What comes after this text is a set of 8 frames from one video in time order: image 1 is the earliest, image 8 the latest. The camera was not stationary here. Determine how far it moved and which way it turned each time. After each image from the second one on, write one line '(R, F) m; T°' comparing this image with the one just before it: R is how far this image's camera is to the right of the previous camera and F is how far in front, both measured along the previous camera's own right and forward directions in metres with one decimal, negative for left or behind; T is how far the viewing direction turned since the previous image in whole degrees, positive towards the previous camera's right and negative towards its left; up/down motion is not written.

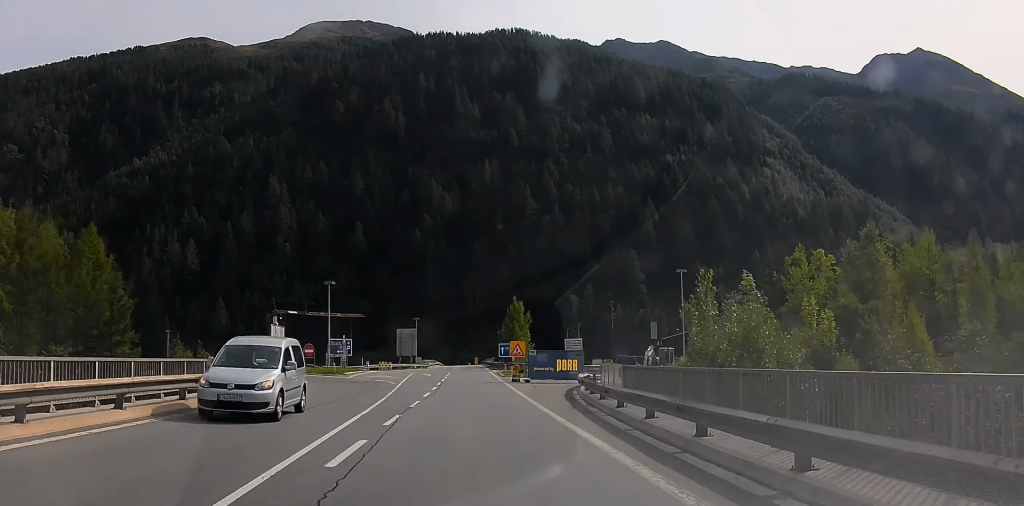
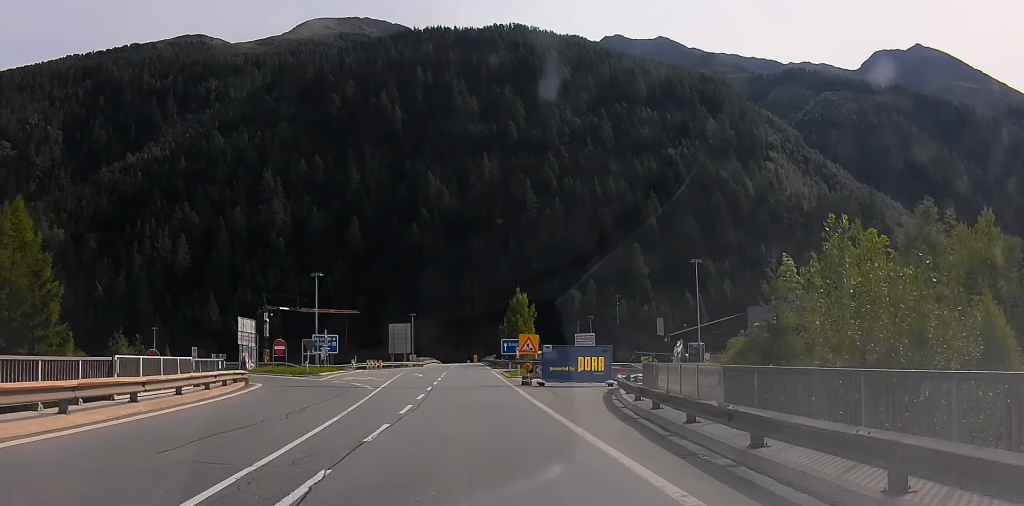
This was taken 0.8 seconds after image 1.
(0.0, +9.4) m; 0°
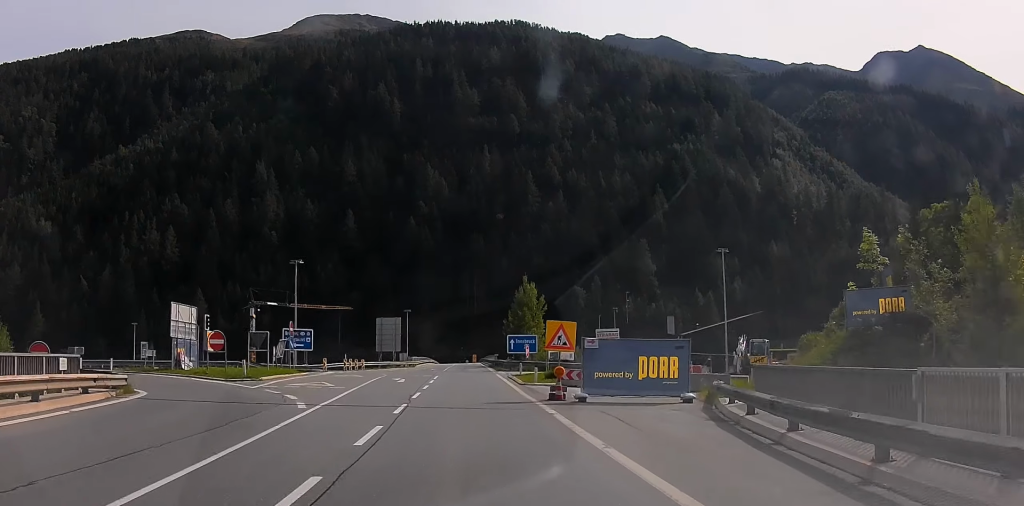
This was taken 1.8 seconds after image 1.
(0.0, +13.2) m; 0°
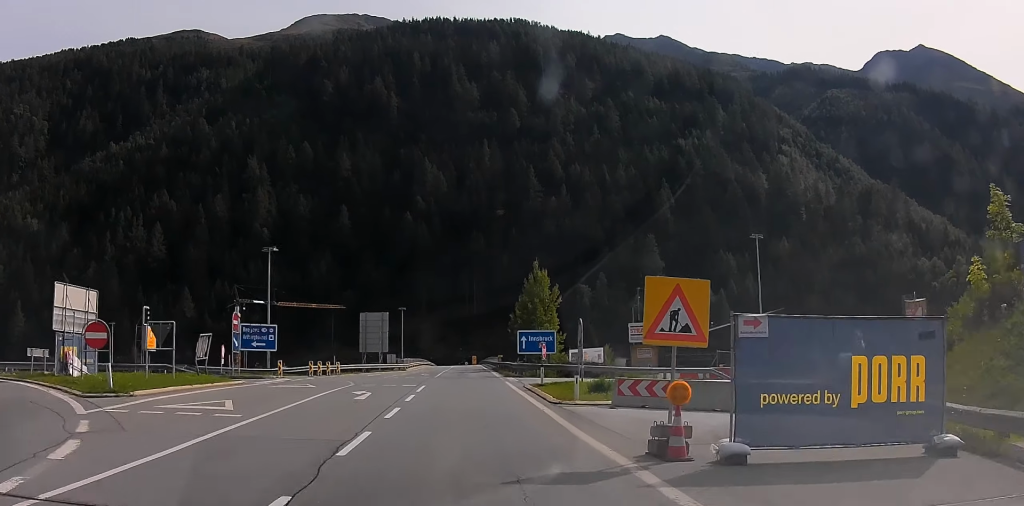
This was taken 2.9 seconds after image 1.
(0.0, +13.3) m; 0°
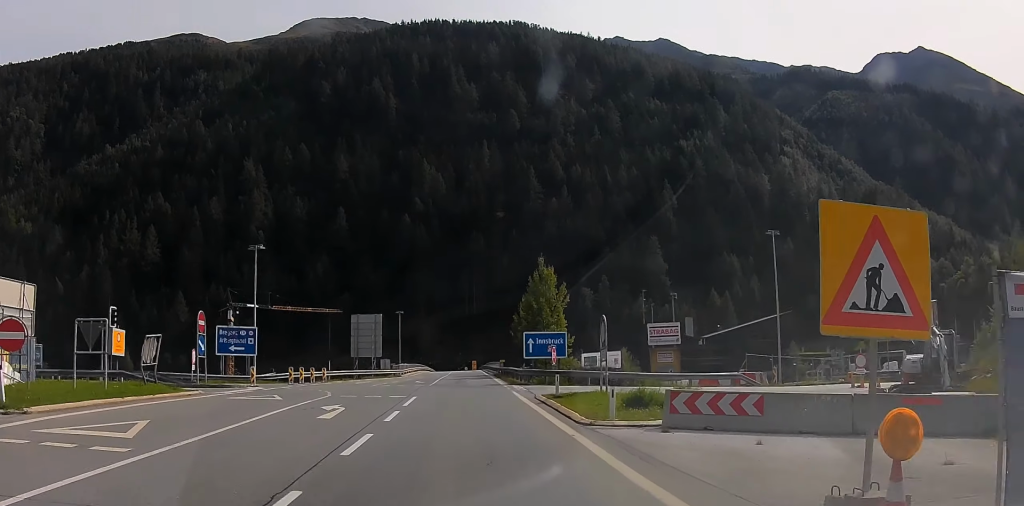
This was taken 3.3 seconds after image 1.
(0.0, +5.4) m; 0°
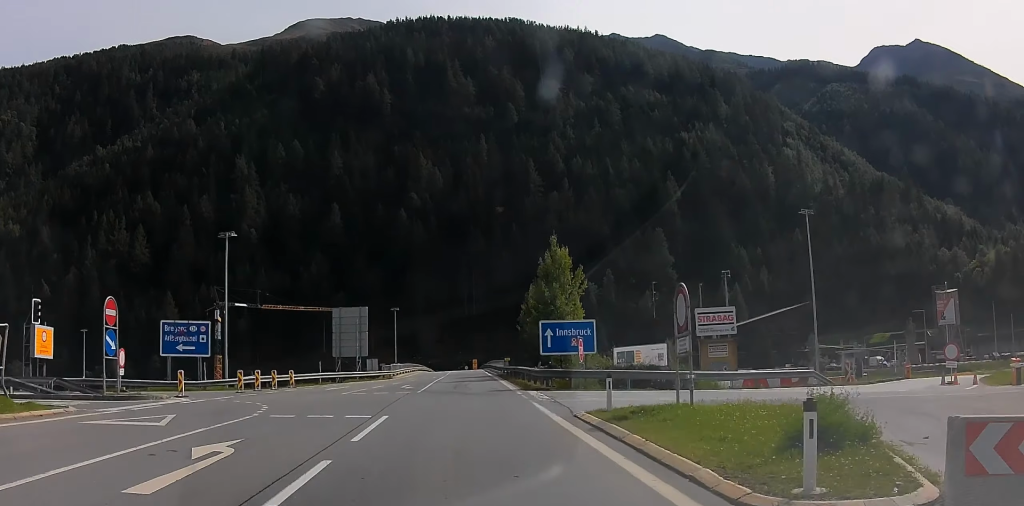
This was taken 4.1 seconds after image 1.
(0.0, +9.6) m; 0°
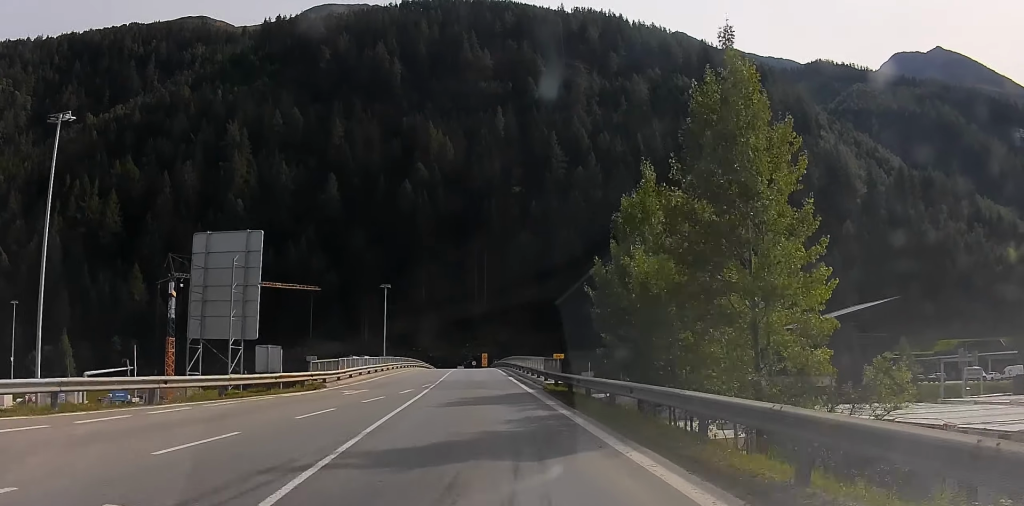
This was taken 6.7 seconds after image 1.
(0.0, +33.8) m; 0°
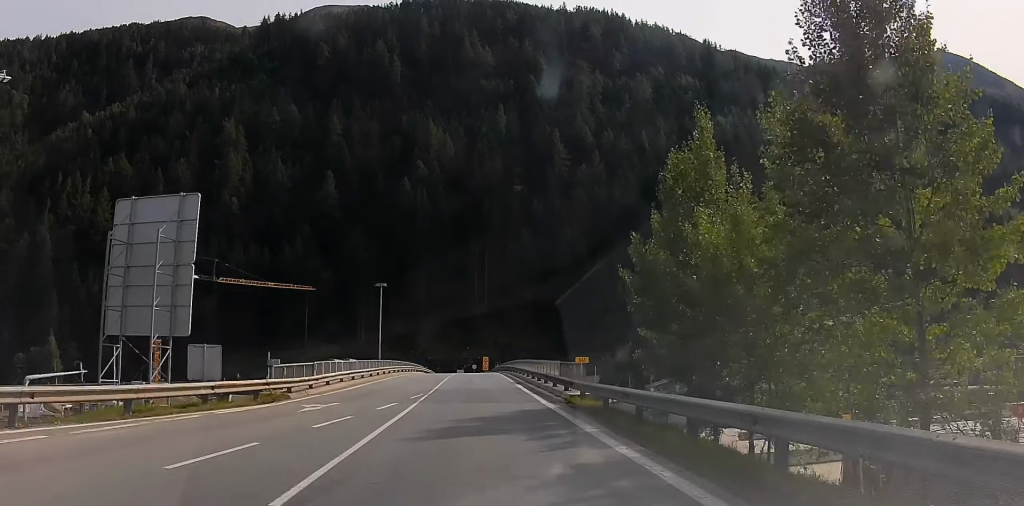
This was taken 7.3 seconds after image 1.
(0.0, +6.9) m; 0°
